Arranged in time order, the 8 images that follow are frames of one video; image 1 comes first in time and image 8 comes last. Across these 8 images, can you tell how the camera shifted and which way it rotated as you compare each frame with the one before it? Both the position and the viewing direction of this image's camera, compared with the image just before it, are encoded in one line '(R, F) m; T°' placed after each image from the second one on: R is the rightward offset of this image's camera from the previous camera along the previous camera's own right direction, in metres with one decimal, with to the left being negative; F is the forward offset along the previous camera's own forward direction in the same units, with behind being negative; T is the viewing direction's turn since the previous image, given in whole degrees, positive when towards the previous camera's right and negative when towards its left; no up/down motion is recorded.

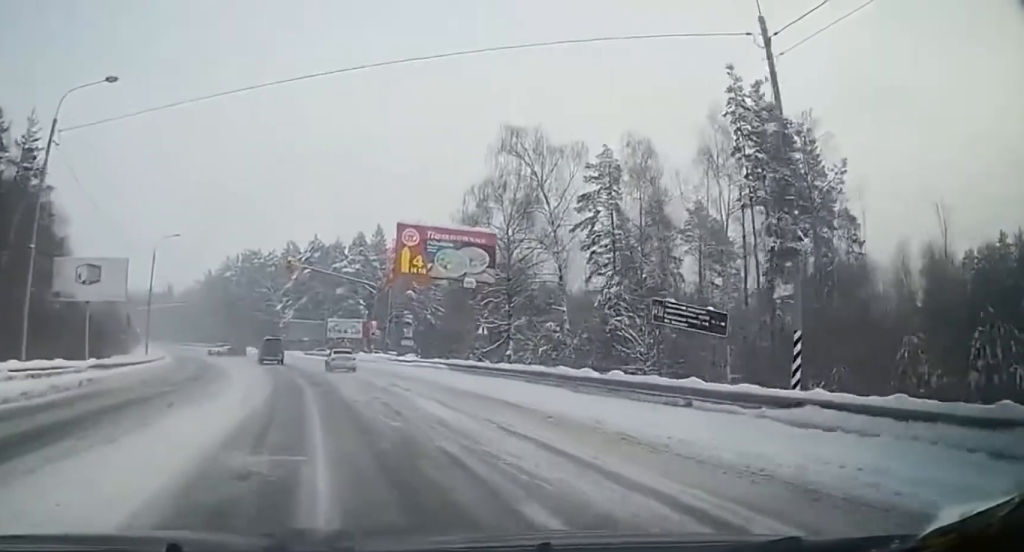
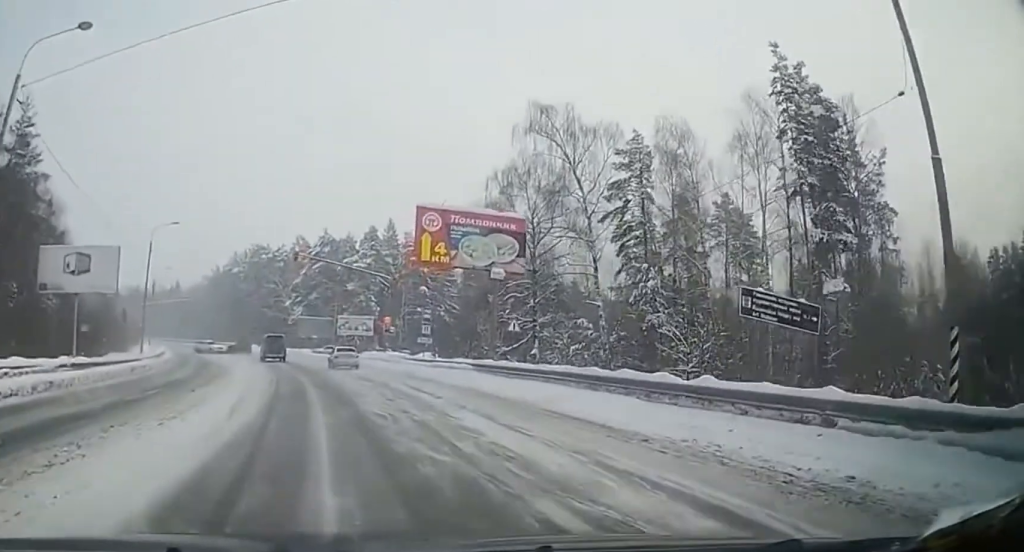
(0.0, +3.8) m; 0°
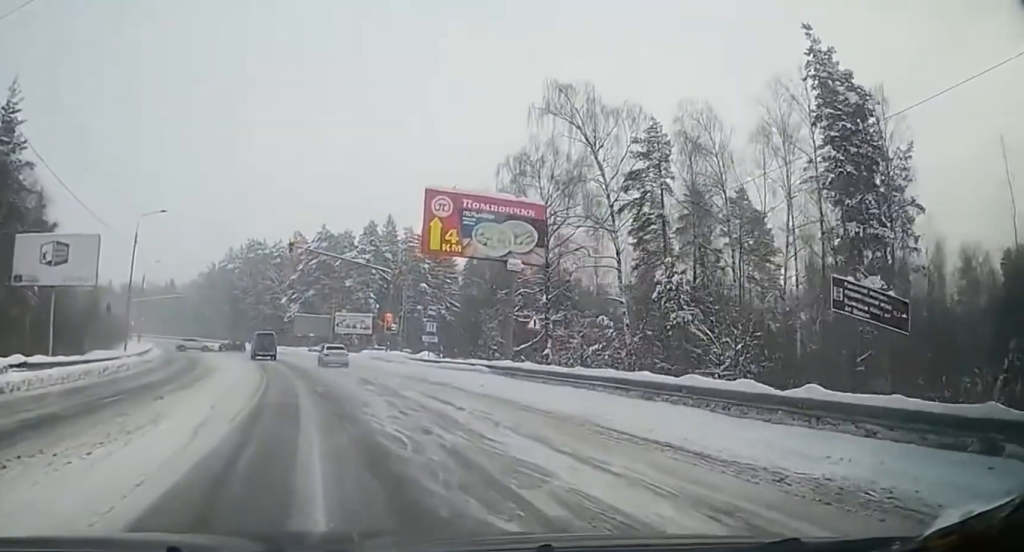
(0.0, +4.8) m; 0°
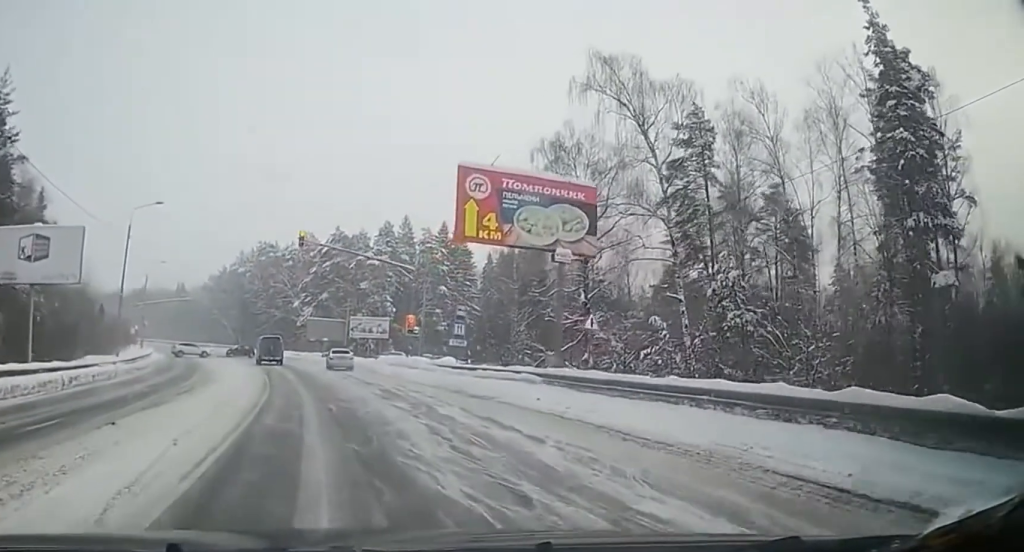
(0.0, +5.4) m; -5°
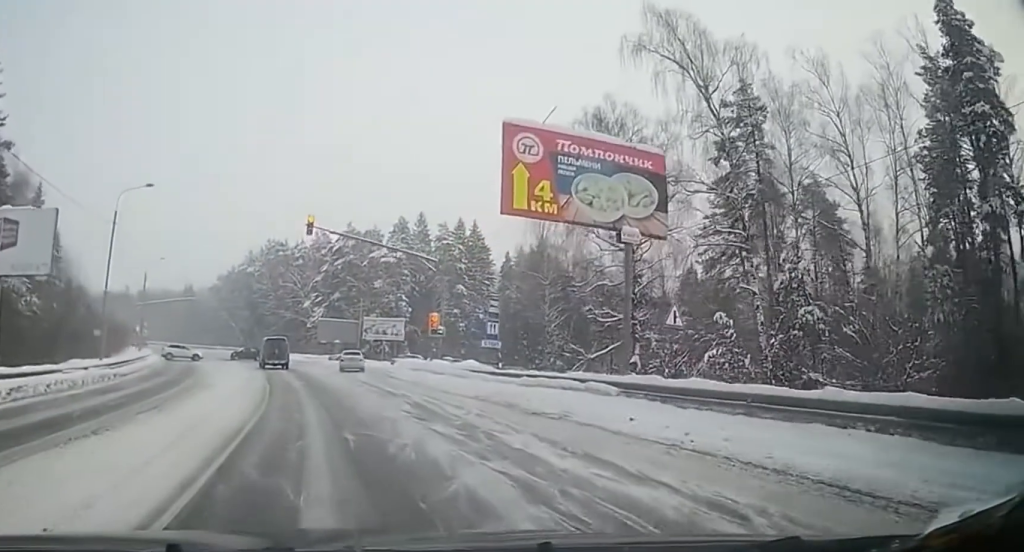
(-0.6, +5.2) m; -8°
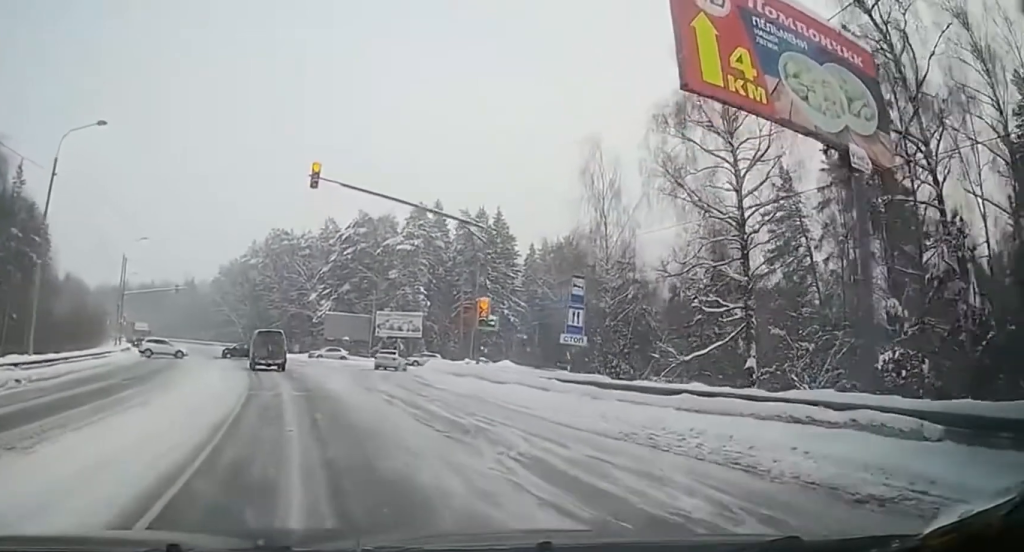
(0.0, +9.9) m; +5°
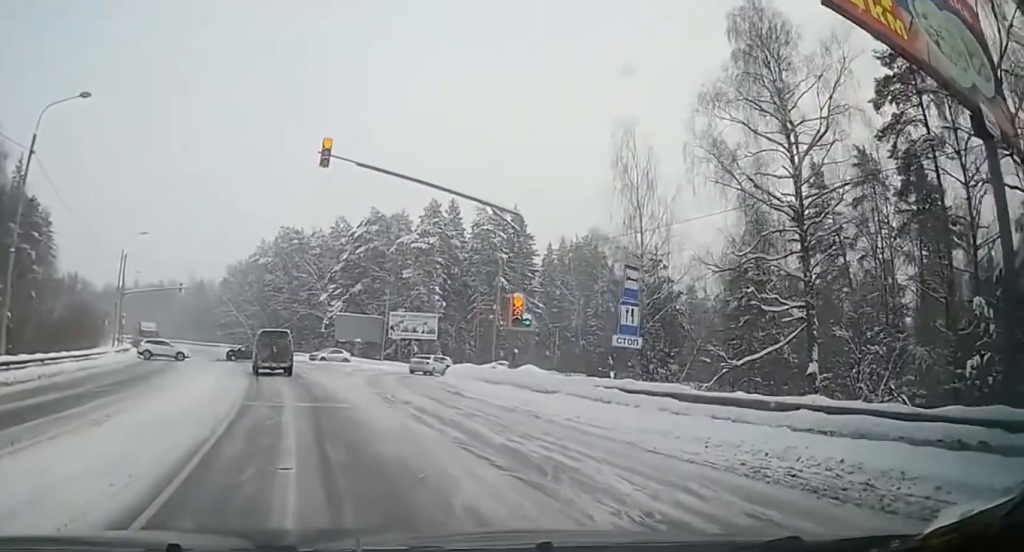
(+0.2, +3.3) m; 0°
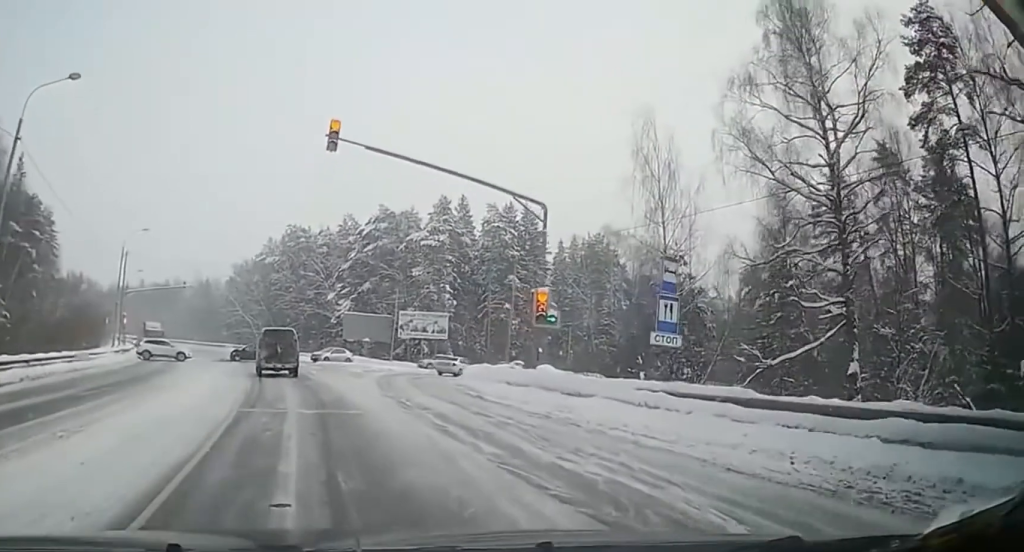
(-0.3, +1.9) m; 0°
